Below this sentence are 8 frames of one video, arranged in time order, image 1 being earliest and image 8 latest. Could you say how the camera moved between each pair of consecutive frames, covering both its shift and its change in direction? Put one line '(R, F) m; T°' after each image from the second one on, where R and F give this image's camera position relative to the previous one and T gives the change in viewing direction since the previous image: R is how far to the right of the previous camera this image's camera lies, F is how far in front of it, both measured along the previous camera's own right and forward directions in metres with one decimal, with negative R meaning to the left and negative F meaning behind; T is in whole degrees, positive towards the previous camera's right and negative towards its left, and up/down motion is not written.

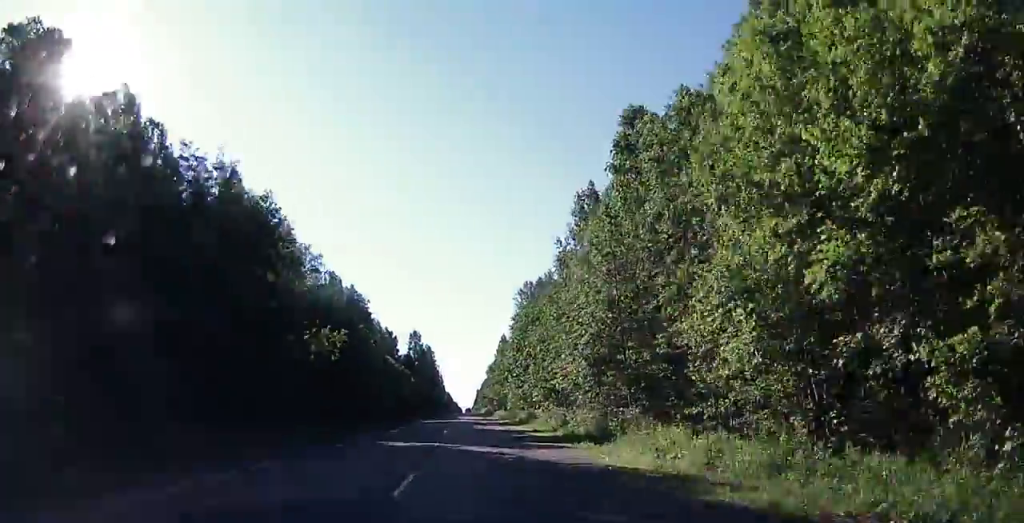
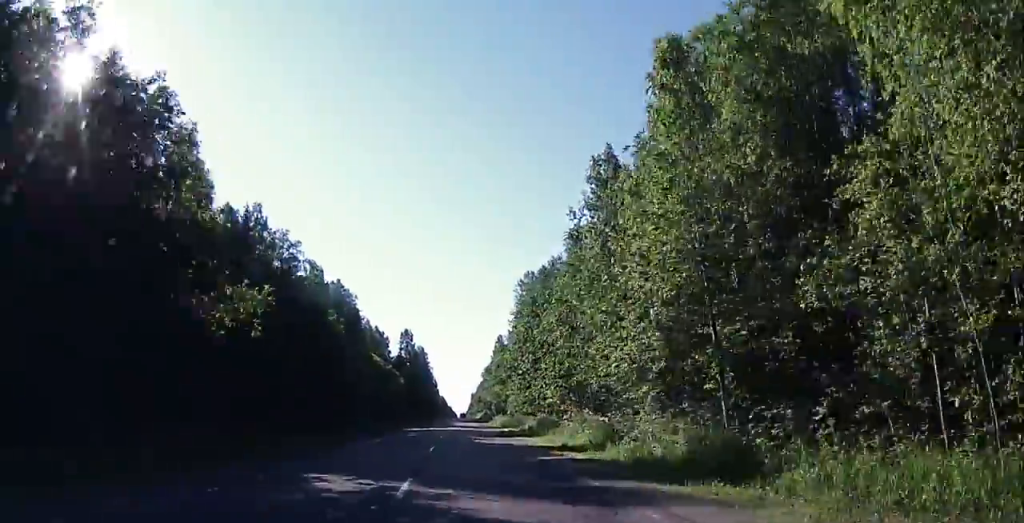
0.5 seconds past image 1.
(0.0, +11.0) m; +1°
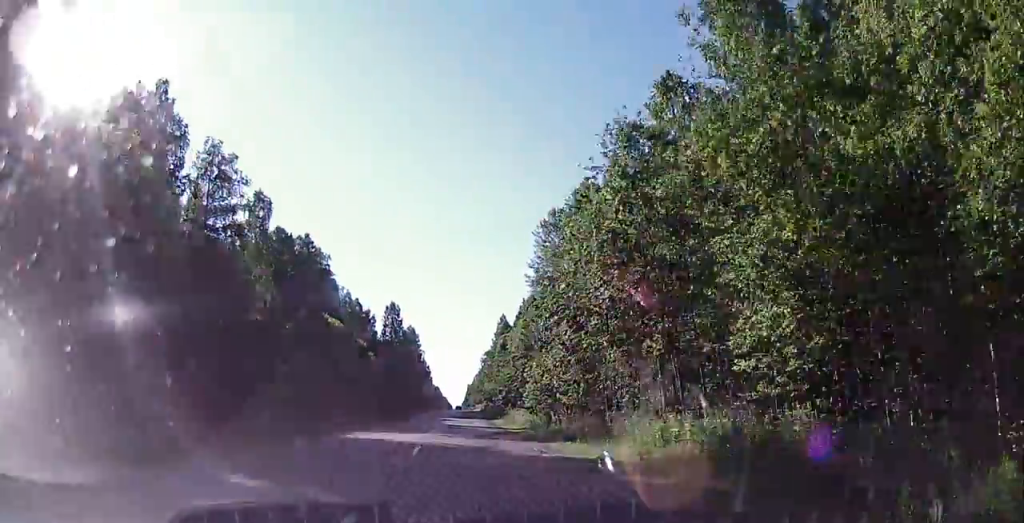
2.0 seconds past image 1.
(+0.6, +29.6) m; +2°
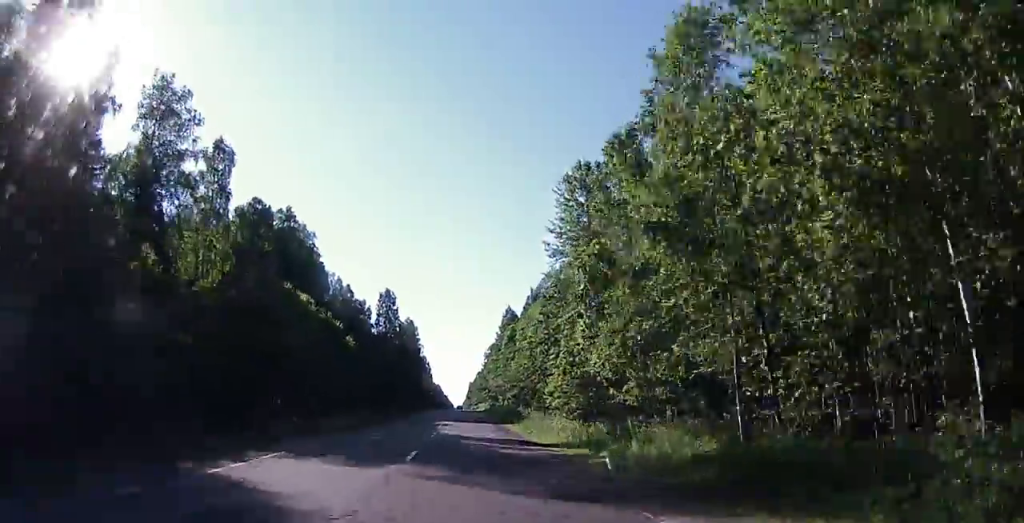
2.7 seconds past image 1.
(0.0, +14.6) m; -1°
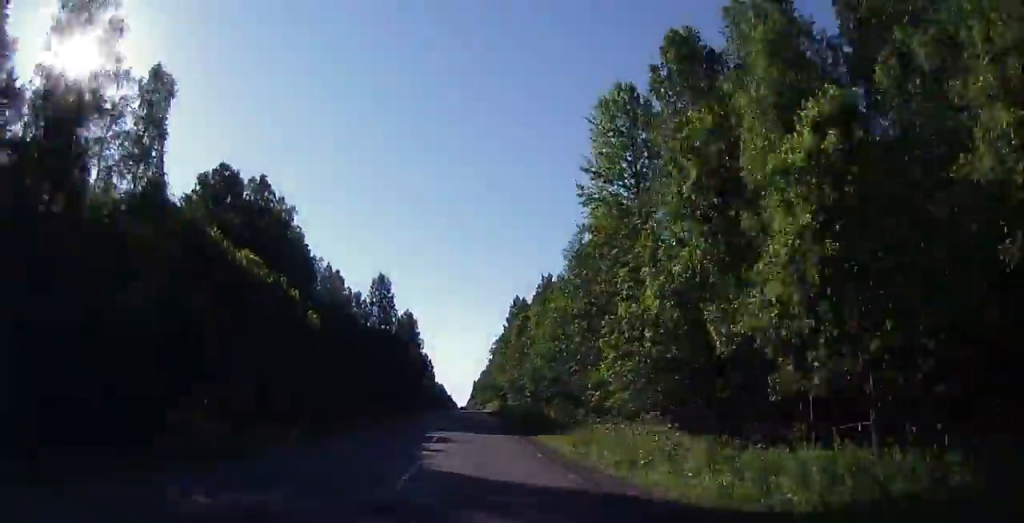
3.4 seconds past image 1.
(-0.3, +15.5) m; -1°
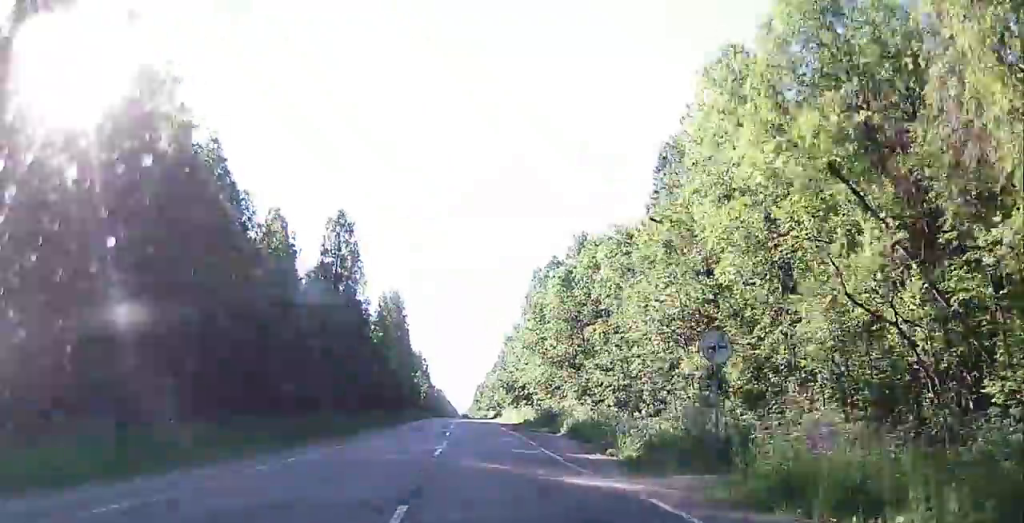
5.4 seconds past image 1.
(-0.3, +41.8) m; 0°
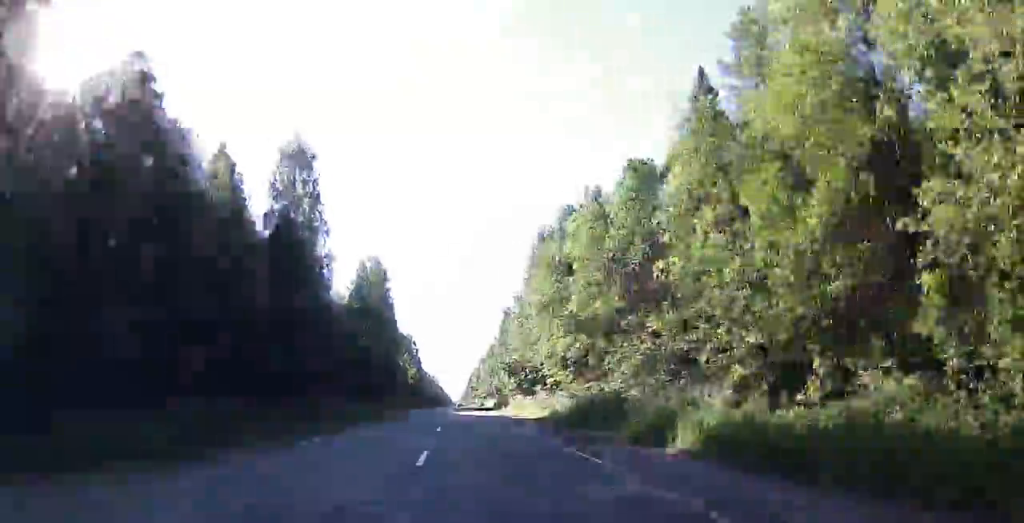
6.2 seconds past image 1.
(+0.1, +17.6) m; 0°
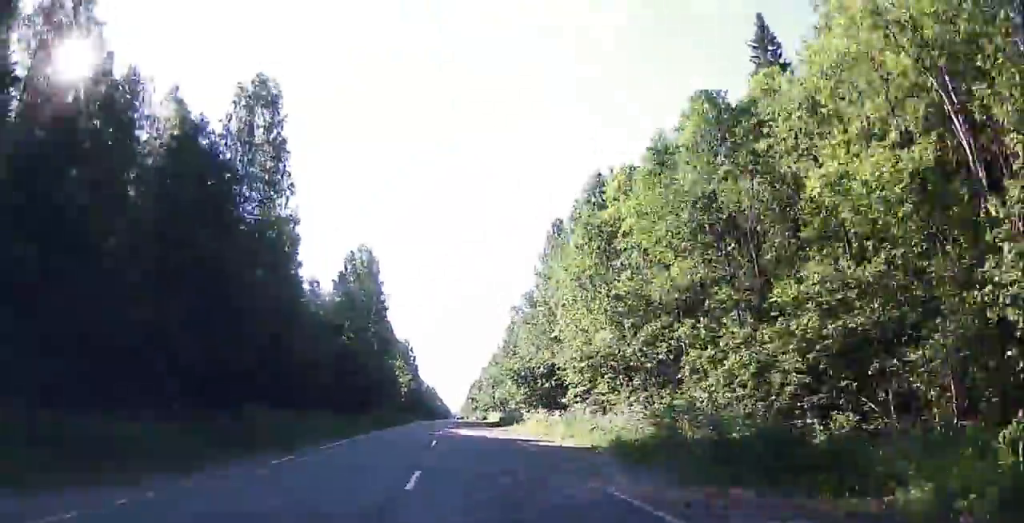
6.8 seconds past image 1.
(0.0, +13.4) m; 0°
